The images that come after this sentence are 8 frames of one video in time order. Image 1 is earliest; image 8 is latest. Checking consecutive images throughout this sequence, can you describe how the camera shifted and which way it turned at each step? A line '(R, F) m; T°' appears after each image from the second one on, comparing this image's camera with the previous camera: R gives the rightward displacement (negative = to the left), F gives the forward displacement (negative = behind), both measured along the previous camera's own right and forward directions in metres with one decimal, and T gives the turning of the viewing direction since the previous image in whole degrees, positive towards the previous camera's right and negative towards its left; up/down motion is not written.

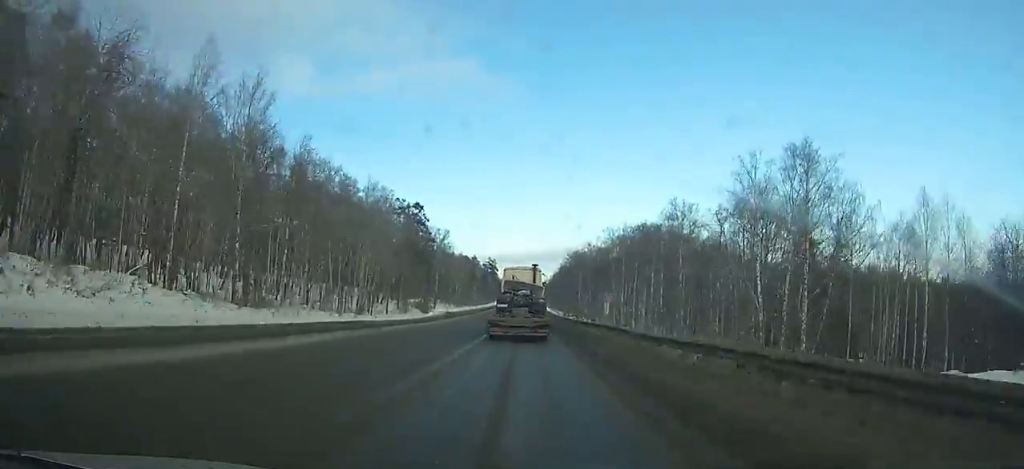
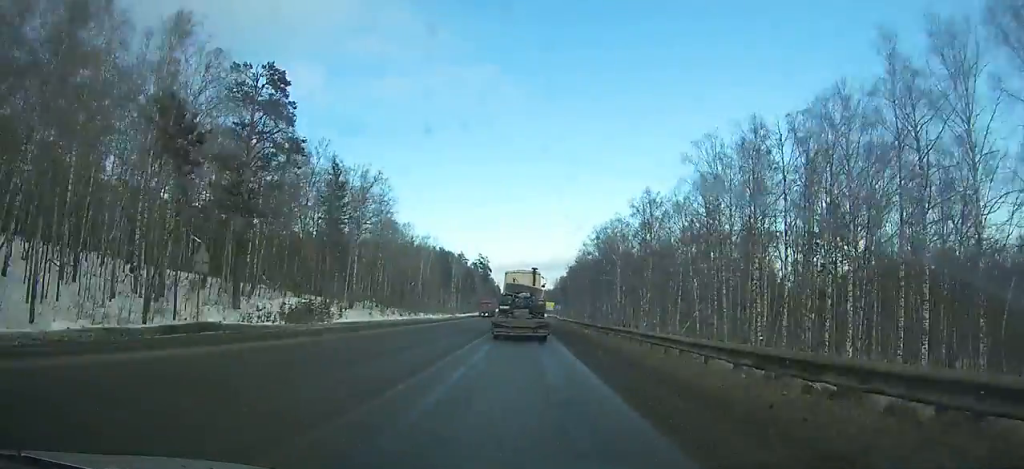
(-0.2, +77.2) m; 0°
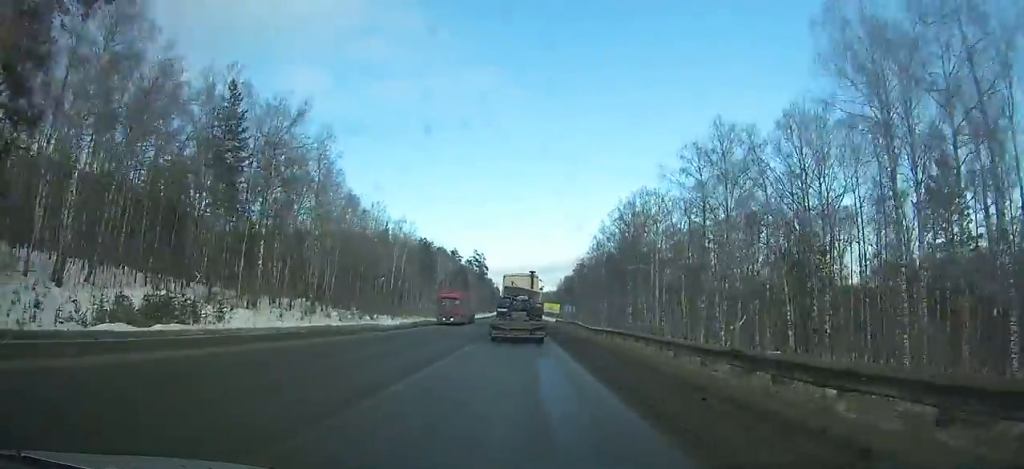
(0.0, +29.8) m; 0°
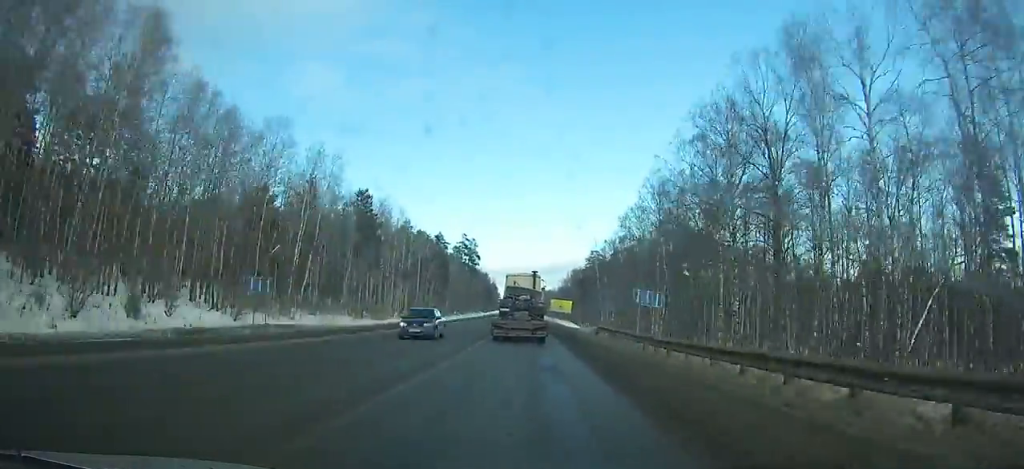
(0.0, +48.3) m; 0°
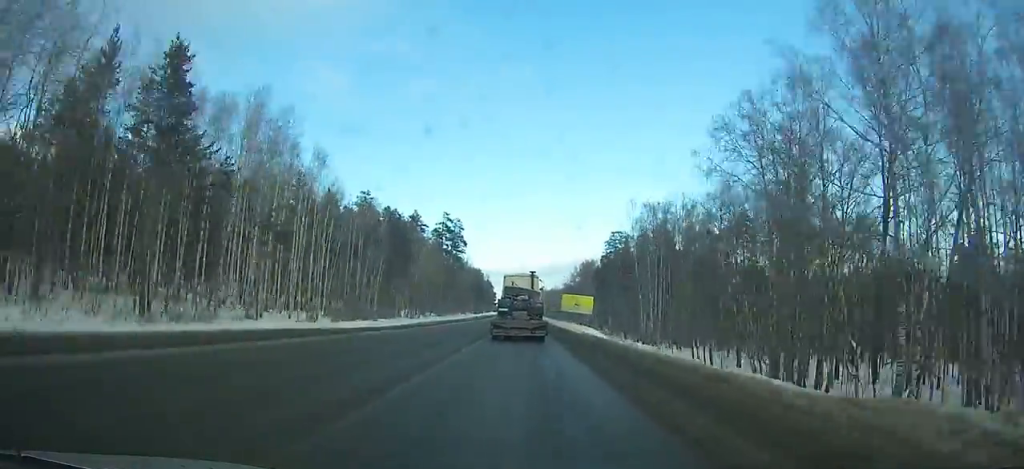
(-0.1, +46.2) m; 0°
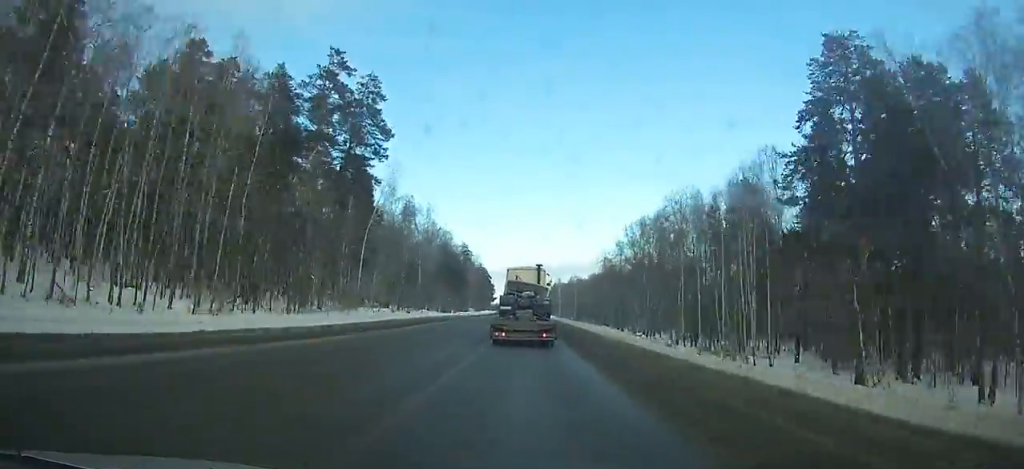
(-0.5, +95.4) m; 0°
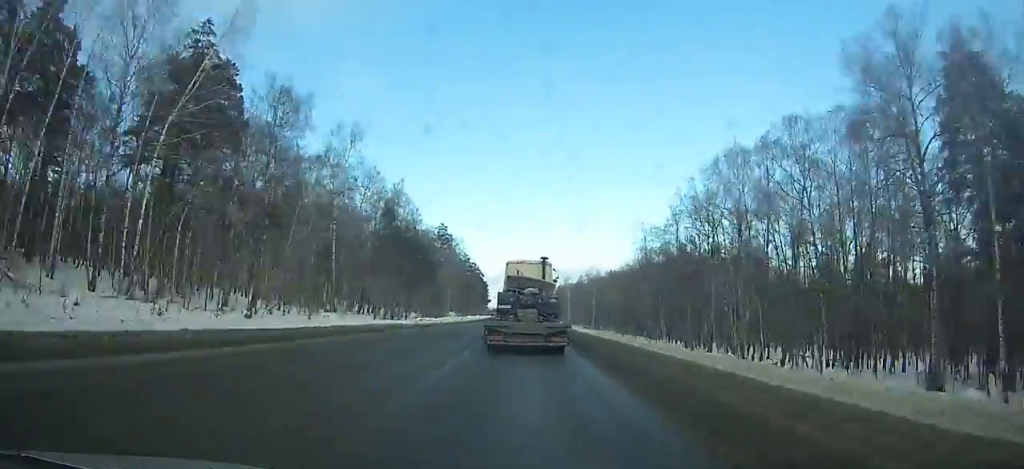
(-0.1, +50.6) m; 0°
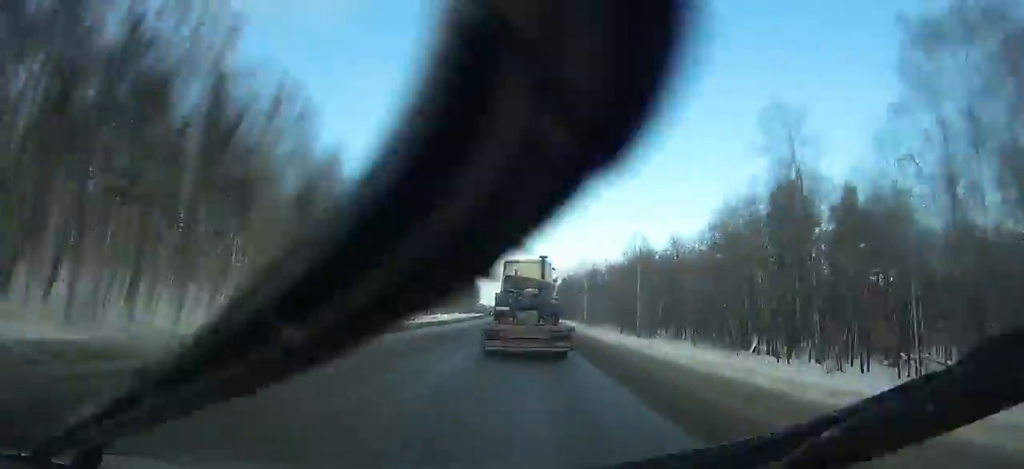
(+0.2, +59.3) m; 0°
